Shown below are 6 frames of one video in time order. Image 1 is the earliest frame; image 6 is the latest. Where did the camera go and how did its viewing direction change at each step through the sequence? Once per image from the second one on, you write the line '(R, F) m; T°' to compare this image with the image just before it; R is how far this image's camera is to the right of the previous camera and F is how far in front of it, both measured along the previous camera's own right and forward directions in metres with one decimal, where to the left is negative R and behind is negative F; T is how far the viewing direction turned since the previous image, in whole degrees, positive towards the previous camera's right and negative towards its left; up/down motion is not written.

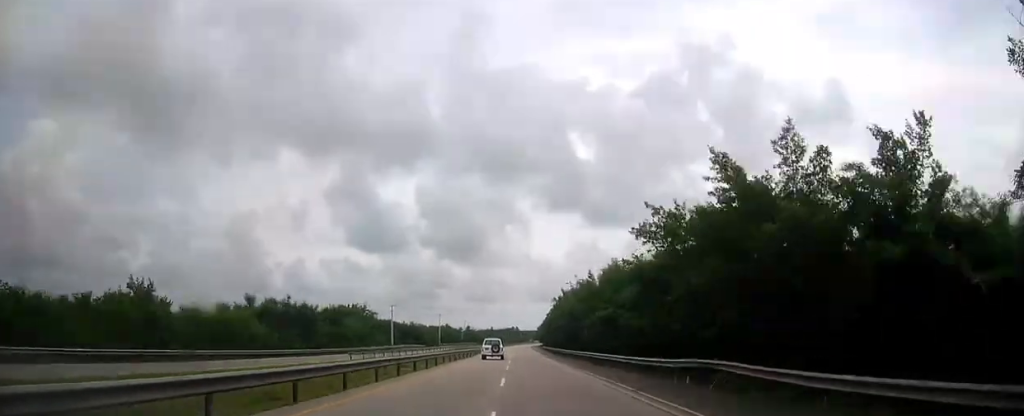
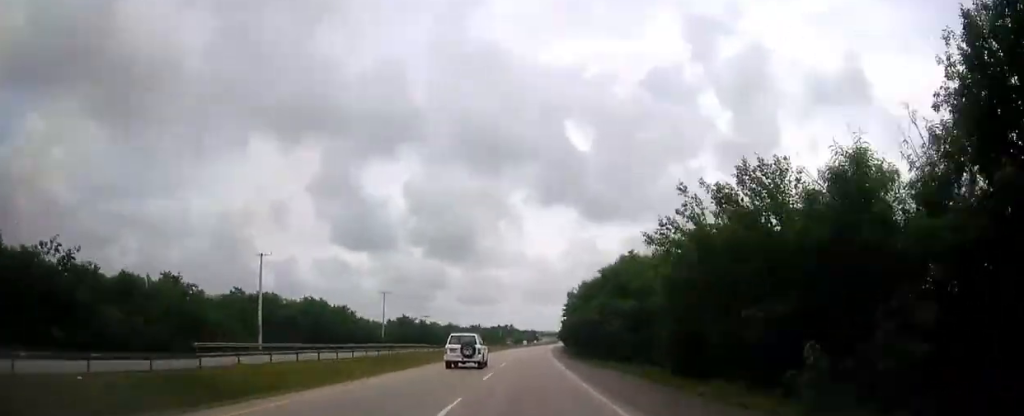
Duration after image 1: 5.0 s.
(0.0, +141.6) m; +1°
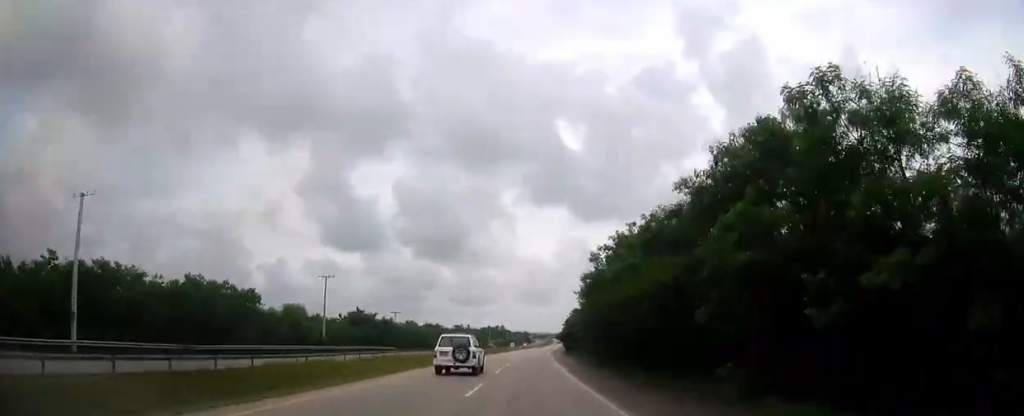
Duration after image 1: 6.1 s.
(+0.5, +31.0) m; +1°
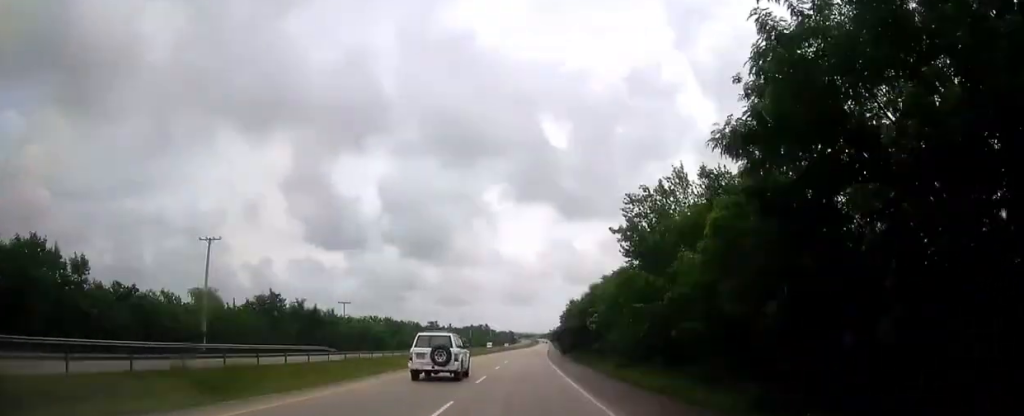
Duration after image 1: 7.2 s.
(+0.2, +31.0) m; +1°
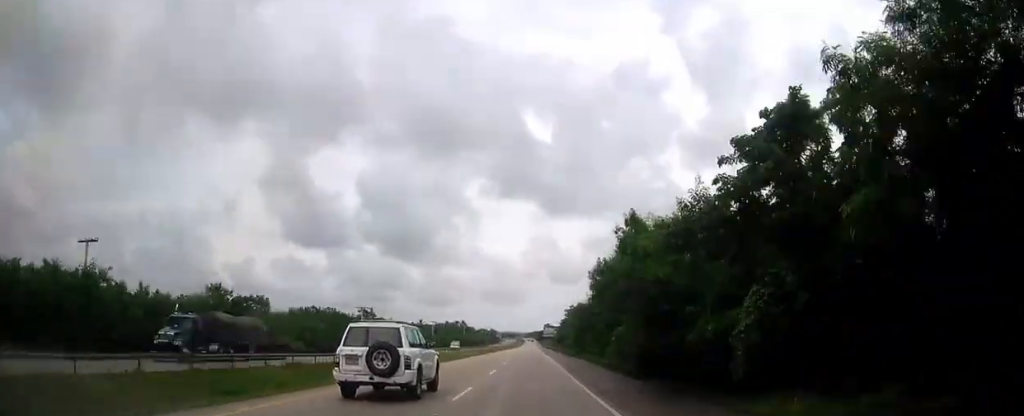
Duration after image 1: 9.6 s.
(+1.0, +66.8) m; +1°
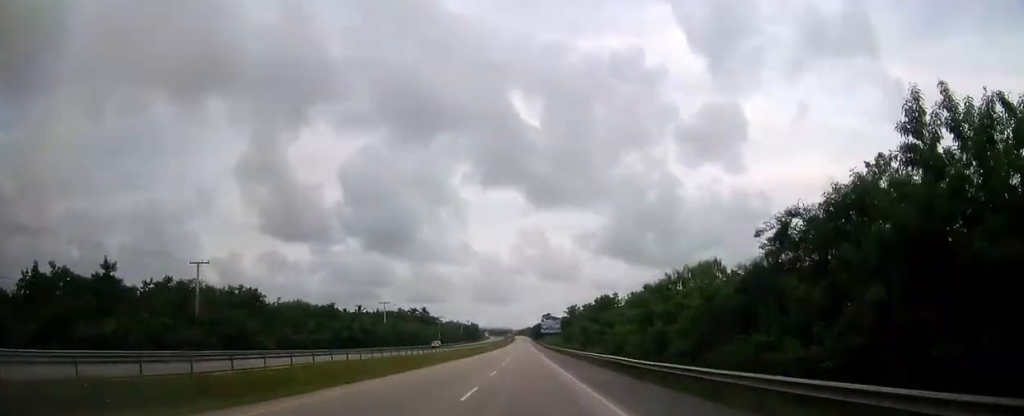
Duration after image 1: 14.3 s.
(+1.8, +131.7) m; +1°
